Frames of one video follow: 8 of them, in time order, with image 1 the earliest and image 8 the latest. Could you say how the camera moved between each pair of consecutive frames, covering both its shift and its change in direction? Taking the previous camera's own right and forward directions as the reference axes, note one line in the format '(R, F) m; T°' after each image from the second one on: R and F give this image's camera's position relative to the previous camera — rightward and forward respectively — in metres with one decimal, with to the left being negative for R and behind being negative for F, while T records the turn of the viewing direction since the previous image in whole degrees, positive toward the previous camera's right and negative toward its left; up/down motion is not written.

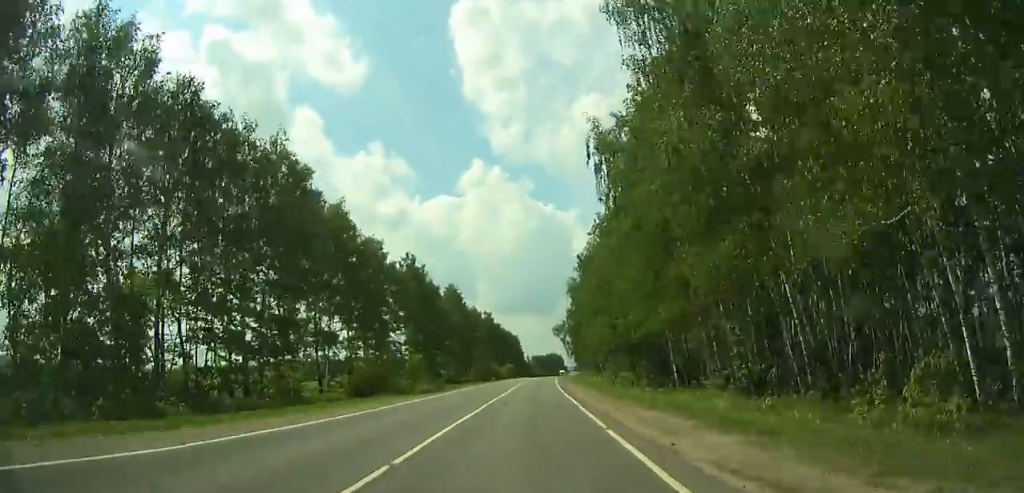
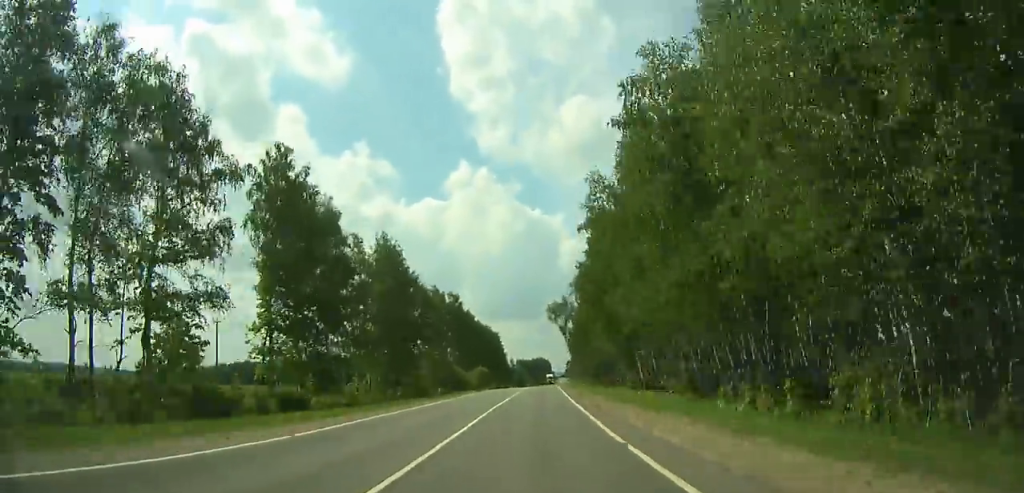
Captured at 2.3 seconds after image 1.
(+0.7, +50.7) m; +2°
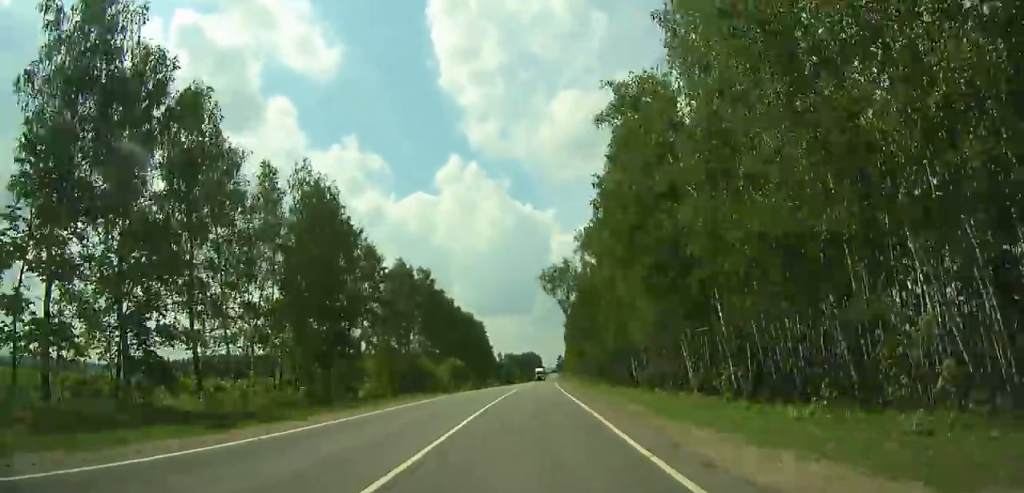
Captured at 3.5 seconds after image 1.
(0.0, +26.2) m; +1°
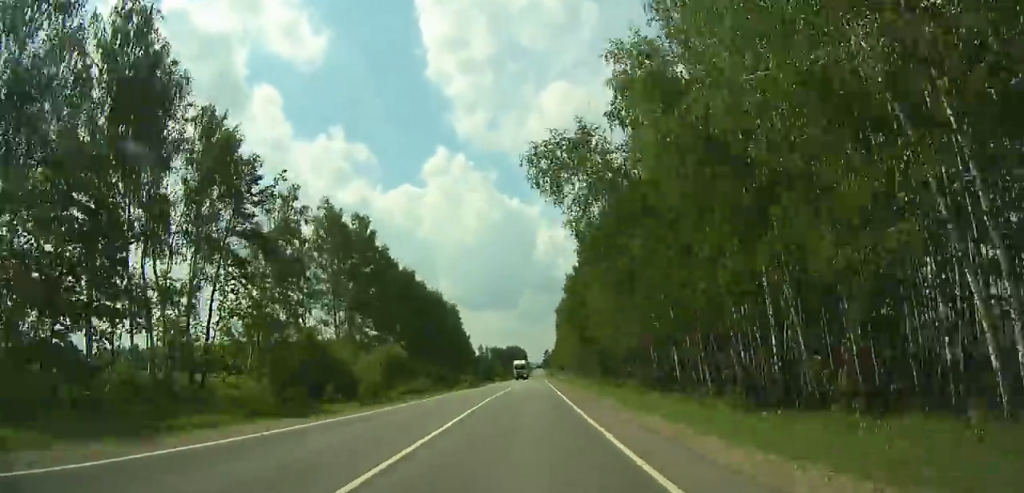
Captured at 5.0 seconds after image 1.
(+0.5, +33.5) m; +1°
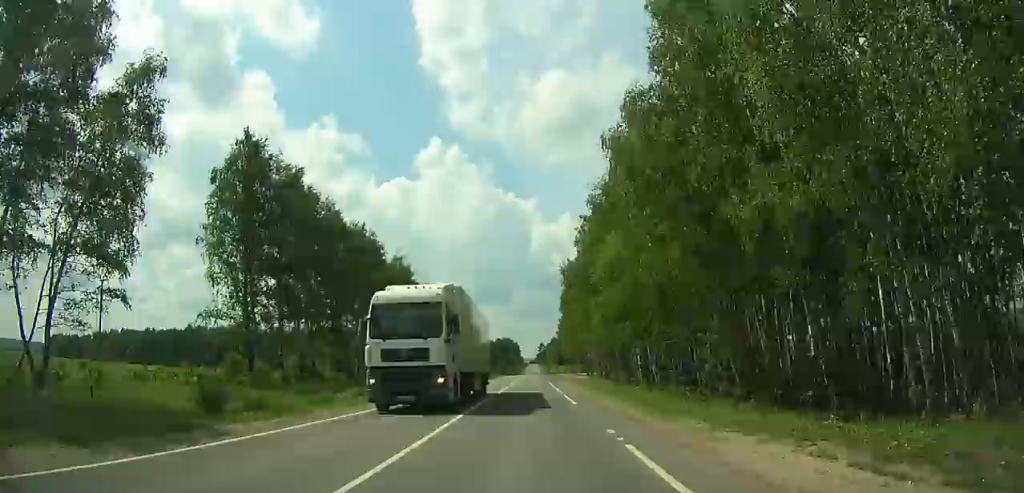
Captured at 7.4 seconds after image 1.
(+0.6, +54.3) m; +1°
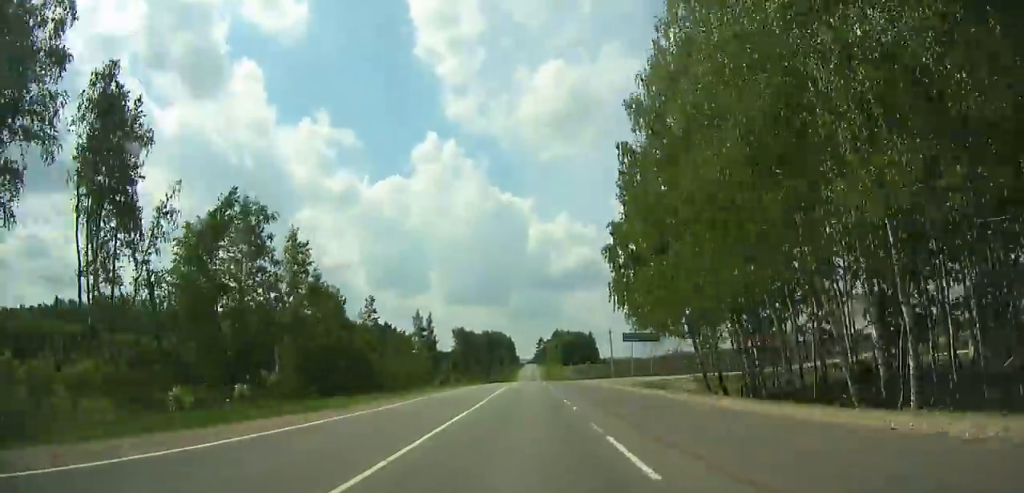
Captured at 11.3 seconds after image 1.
(+0.7, +89.5) m; 0°
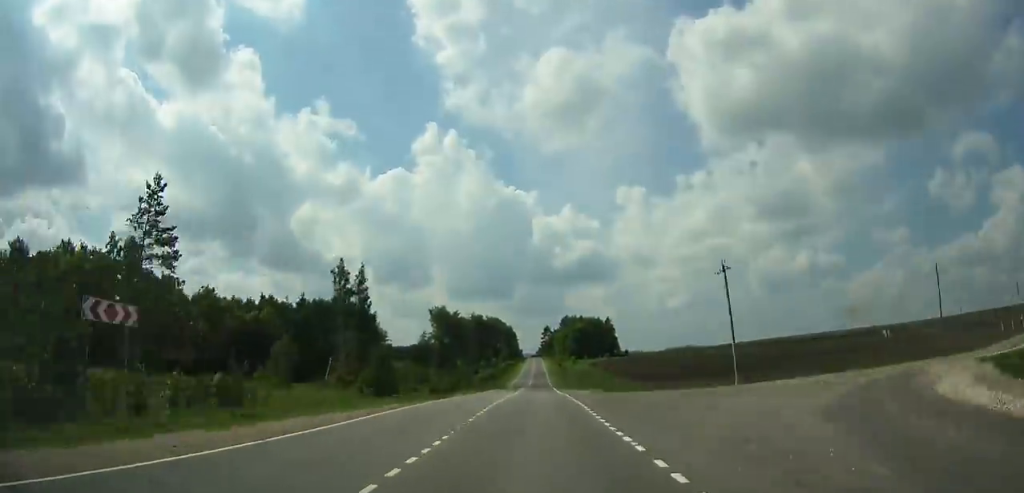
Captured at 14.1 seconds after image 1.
(0.0, +64.4) m; 0°
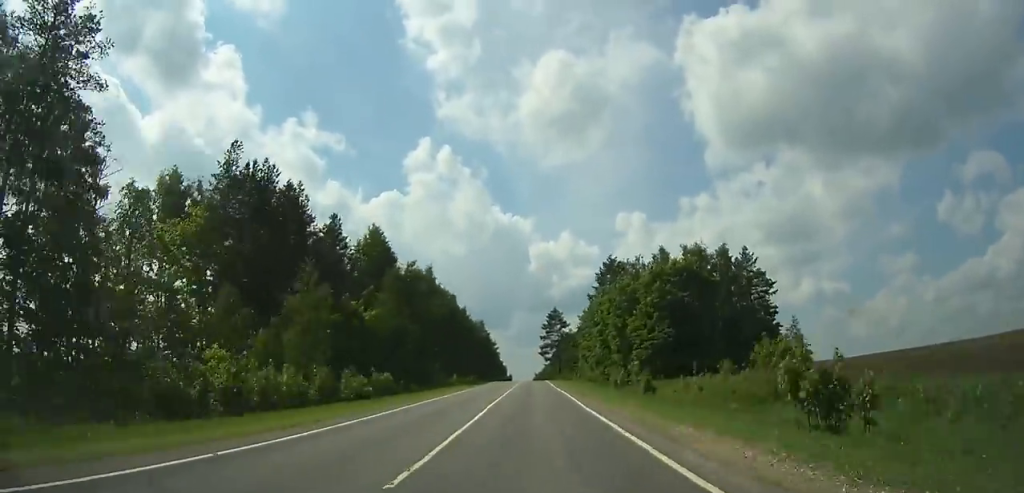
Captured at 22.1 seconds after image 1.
(+0.3, +188.8) m; 0°
